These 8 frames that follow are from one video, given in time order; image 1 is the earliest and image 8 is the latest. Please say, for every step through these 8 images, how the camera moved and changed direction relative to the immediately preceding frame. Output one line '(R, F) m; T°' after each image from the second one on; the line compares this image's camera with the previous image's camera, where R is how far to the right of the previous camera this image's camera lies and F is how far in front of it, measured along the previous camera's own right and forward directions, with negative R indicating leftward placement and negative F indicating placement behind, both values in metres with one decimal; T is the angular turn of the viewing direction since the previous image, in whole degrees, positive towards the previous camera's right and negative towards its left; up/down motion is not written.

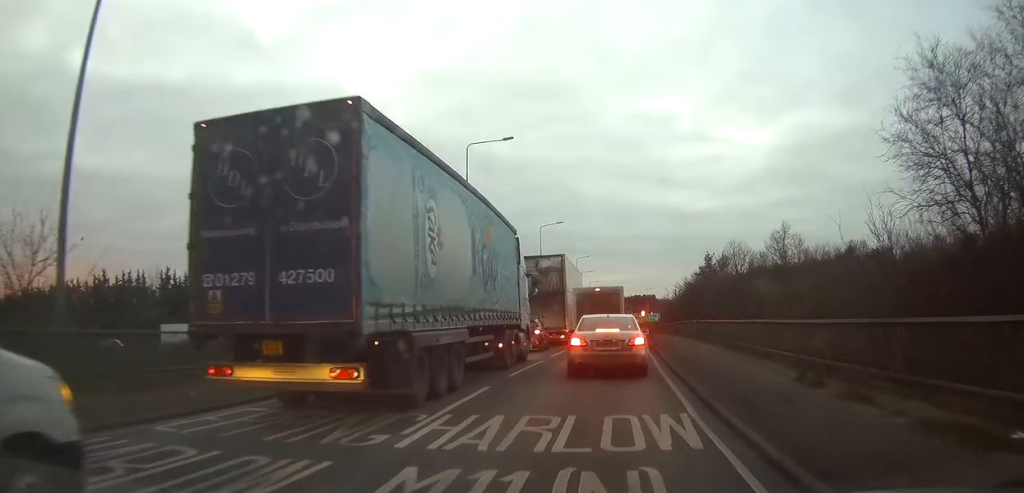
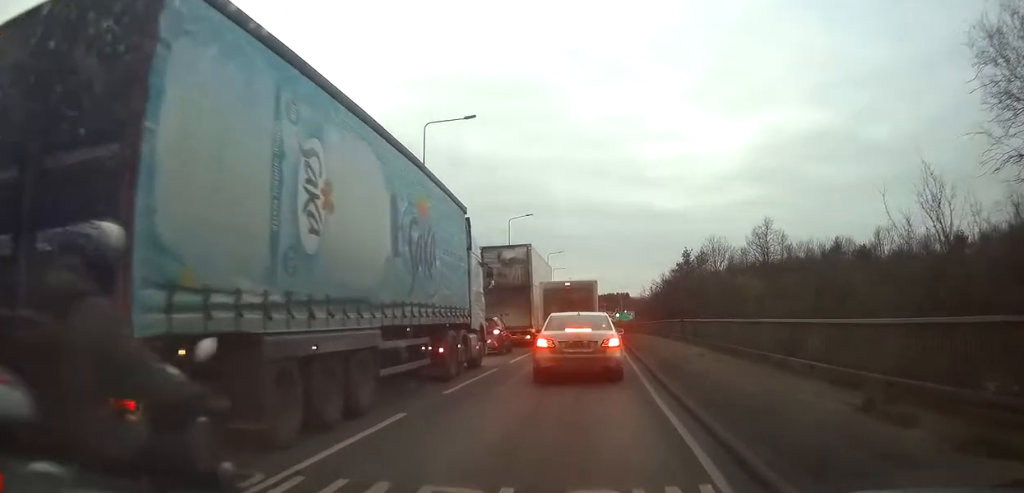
(0.0, +4.1) m; -1°
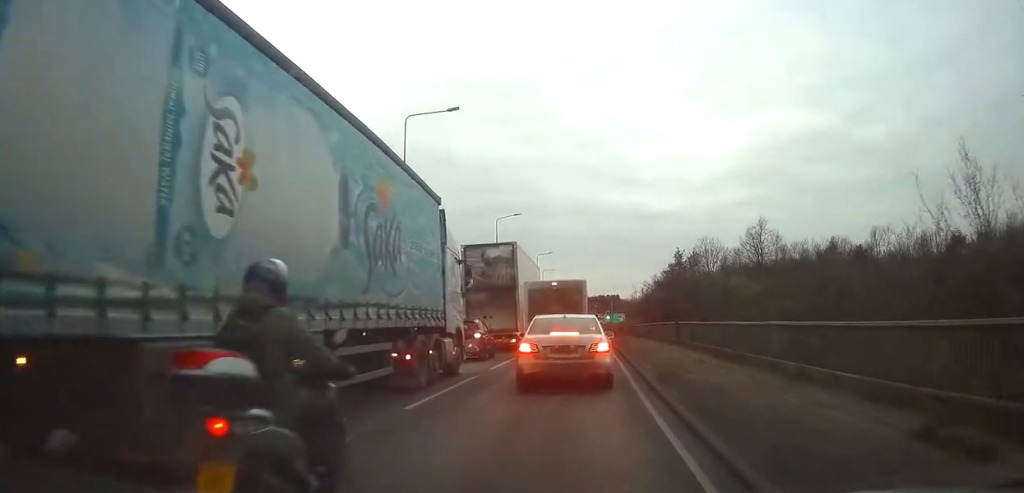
(0.0, +1.8) m; 0°
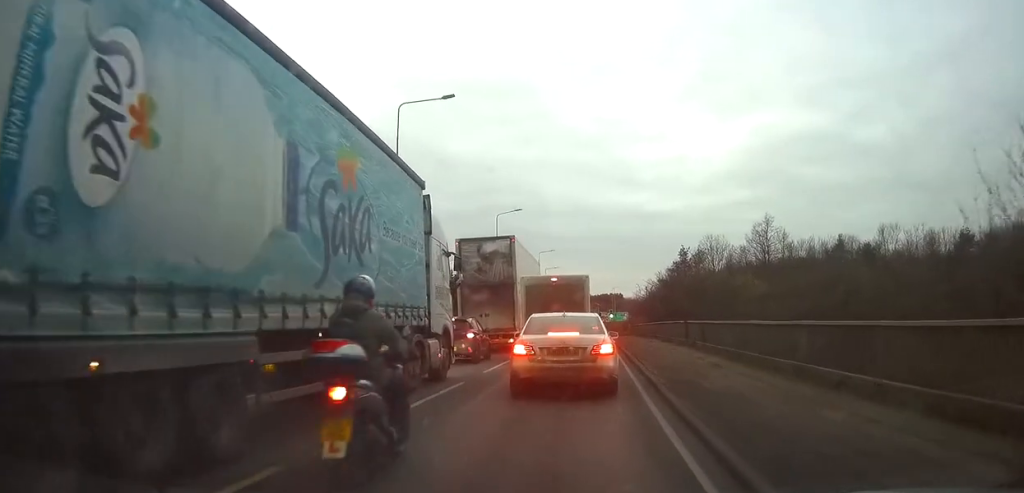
(0.0, +1.4) m; -1°
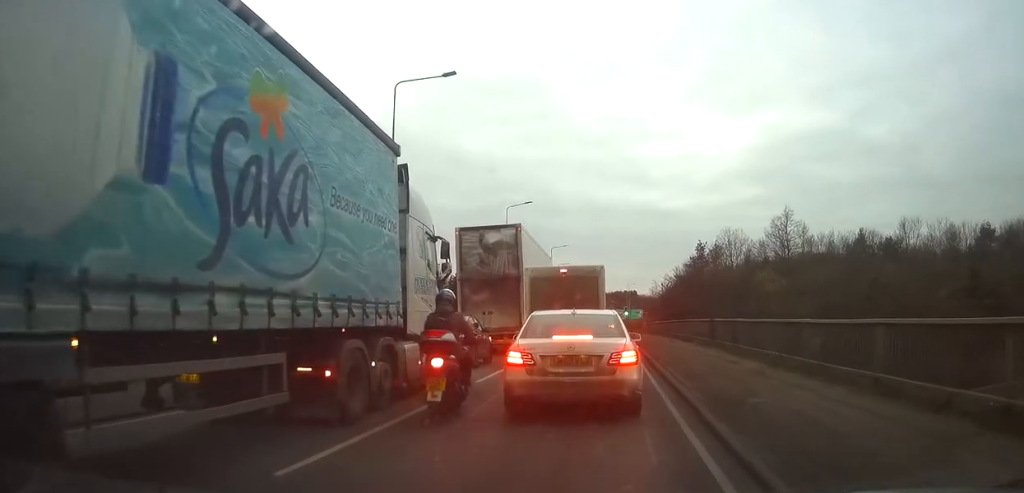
(0.0, +2.2) m; -3°
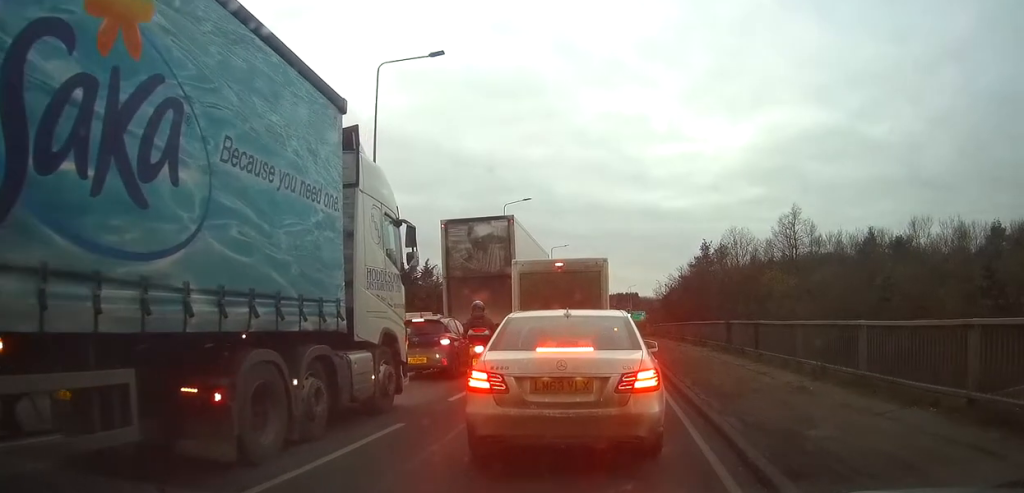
(+0.2, +1.9) m; 0°
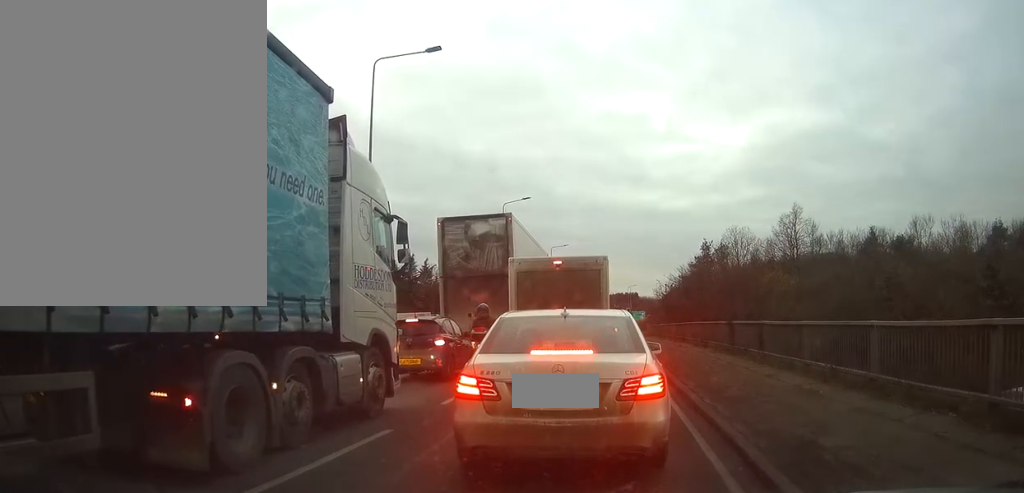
(+0.3, +0.2) m; 0°
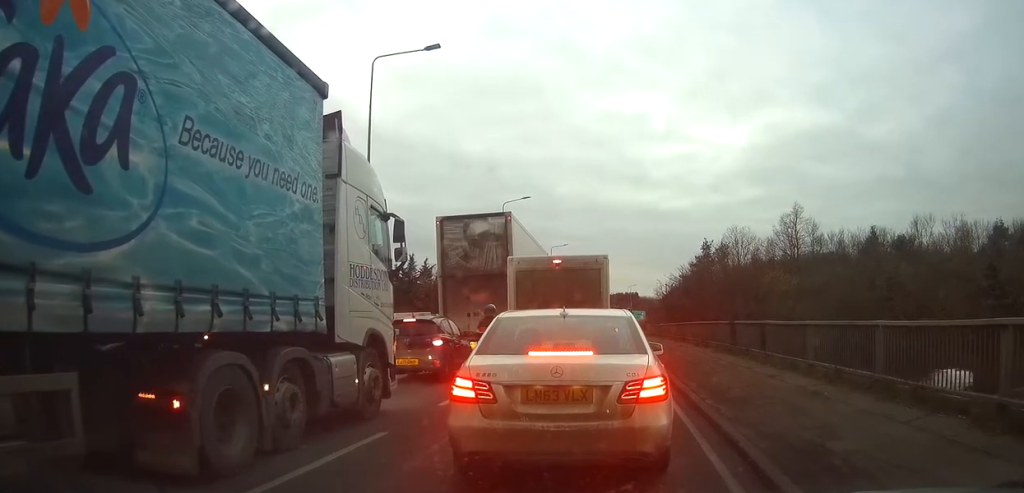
(+0.2, +0.1) m; 0°
